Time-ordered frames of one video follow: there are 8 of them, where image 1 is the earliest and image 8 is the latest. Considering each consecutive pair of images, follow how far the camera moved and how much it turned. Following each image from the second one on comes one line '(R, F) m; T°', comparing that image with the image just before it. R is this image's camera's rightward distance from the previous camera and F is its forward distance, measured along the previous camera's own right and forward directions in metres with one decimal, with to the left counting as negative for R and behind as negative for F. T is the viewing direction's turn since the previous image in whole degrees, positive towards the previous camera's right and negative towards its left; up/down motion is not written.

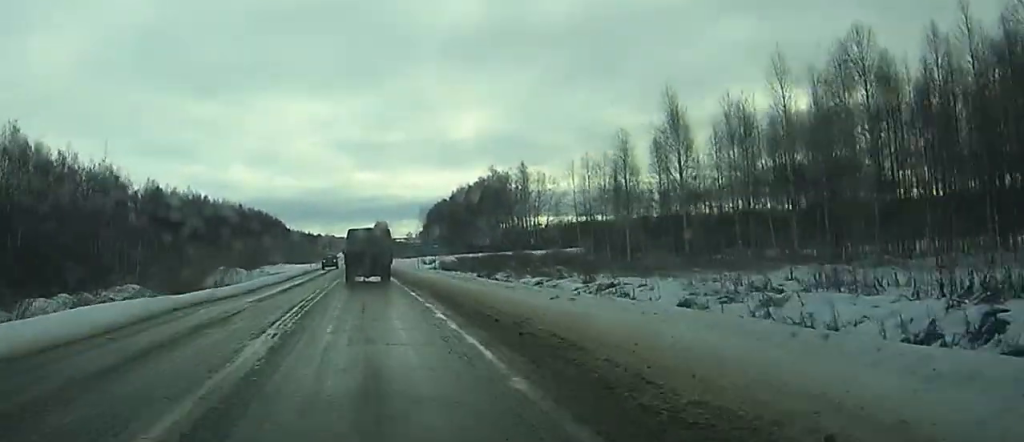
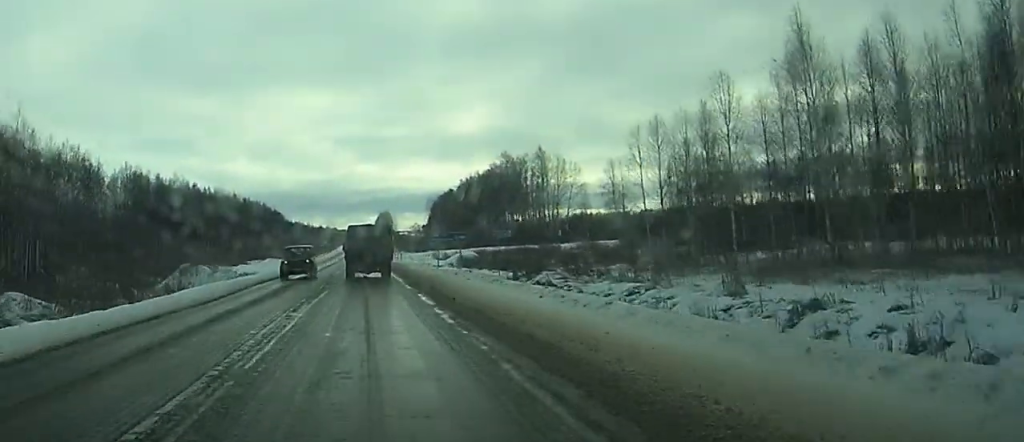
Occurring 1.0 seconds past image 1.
(+0.1, +22.0) m; 0°
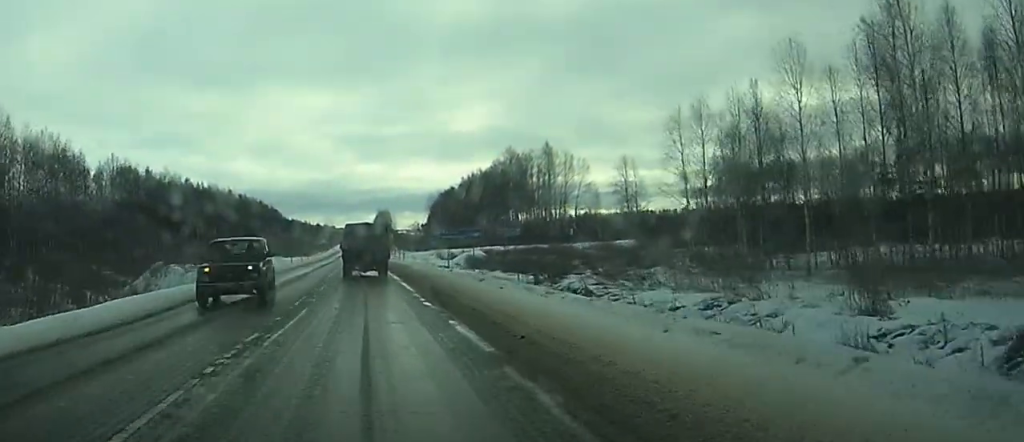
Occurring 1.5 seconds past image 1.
(0.0, +9.9) m; 0°
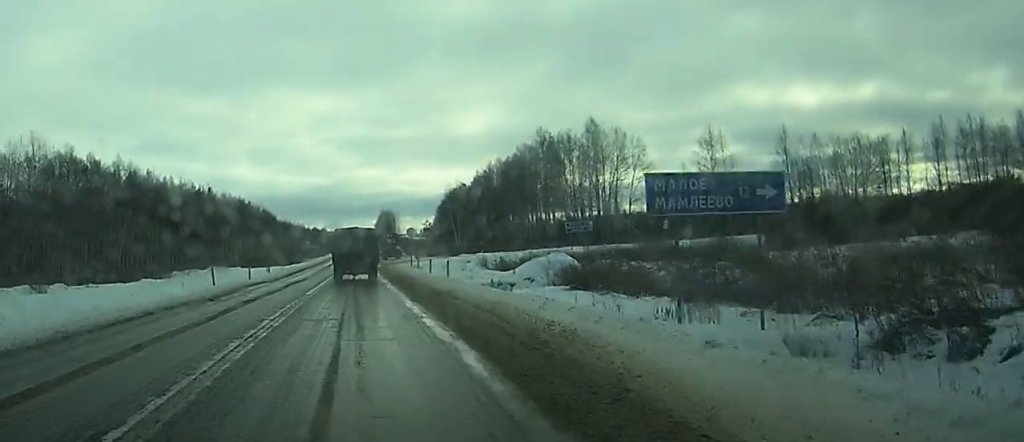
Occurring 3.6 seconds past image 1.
(+0.1, +44.9) m; 0°
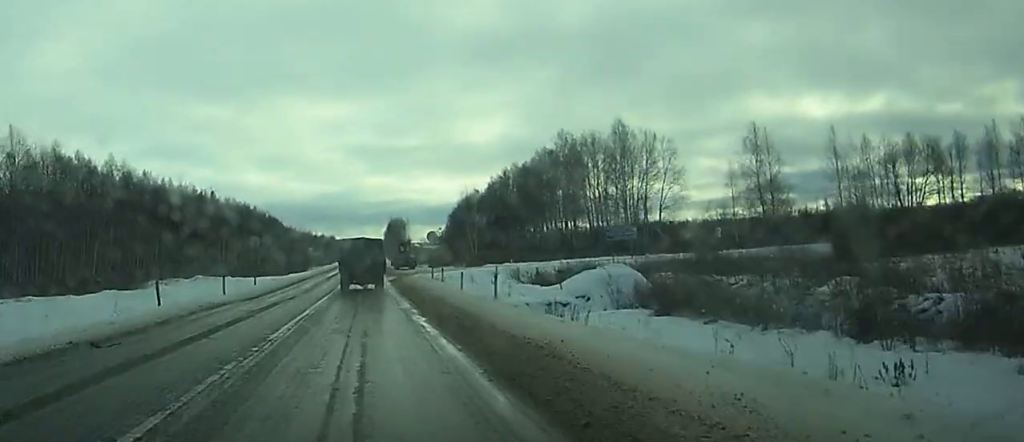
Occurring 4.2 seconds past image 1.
(-0.1, +12.6) m; 0°
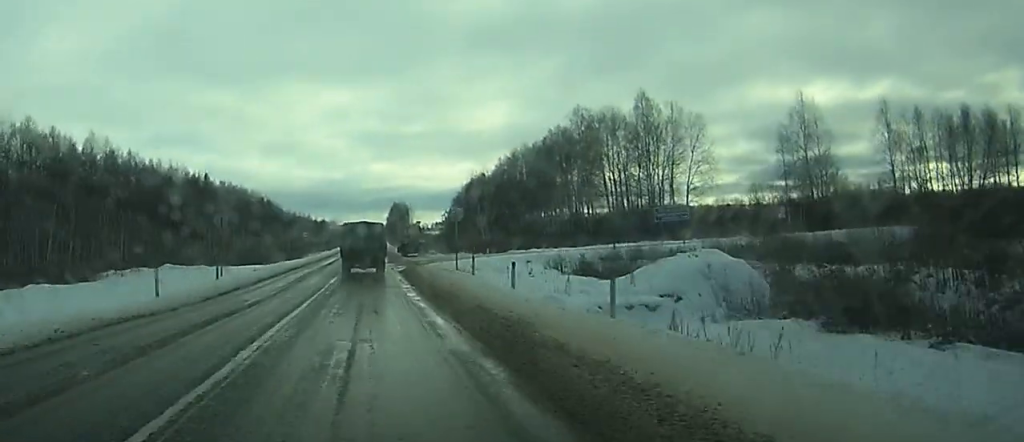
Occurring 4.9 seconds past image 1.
(-0.1, +13.3) m; -1°
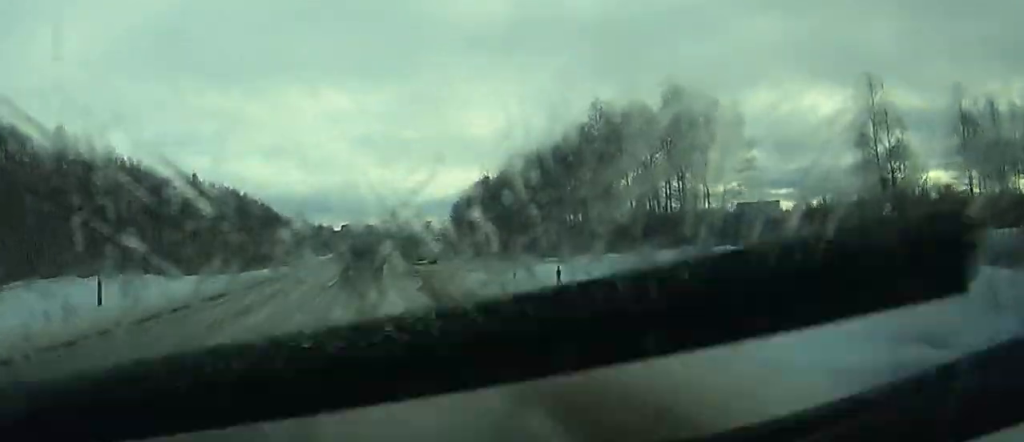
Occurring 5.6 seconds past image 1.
(-0.1, +16.1) m; 0°
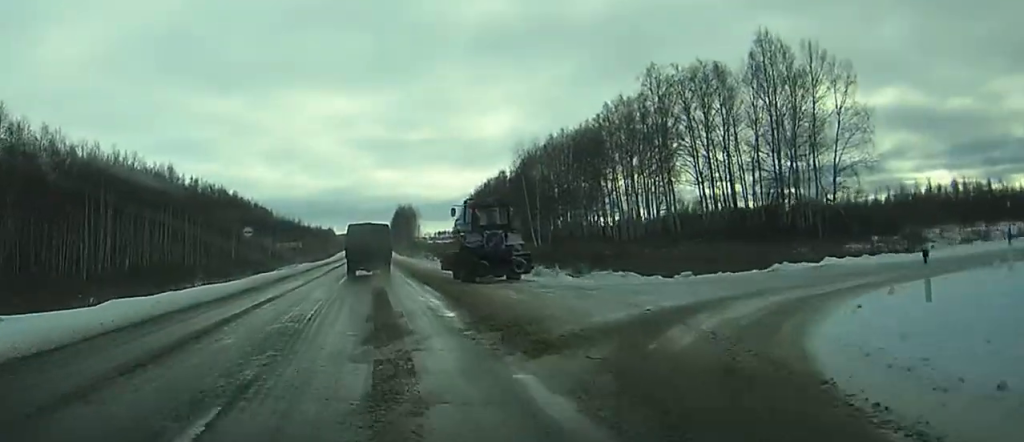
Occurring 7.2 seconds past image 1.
(0.0, +32.2) m; 0°
